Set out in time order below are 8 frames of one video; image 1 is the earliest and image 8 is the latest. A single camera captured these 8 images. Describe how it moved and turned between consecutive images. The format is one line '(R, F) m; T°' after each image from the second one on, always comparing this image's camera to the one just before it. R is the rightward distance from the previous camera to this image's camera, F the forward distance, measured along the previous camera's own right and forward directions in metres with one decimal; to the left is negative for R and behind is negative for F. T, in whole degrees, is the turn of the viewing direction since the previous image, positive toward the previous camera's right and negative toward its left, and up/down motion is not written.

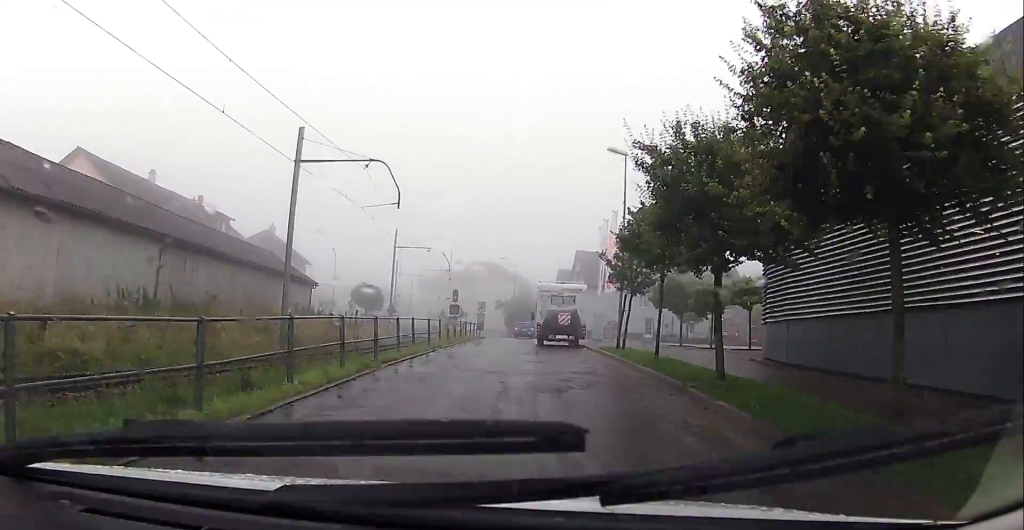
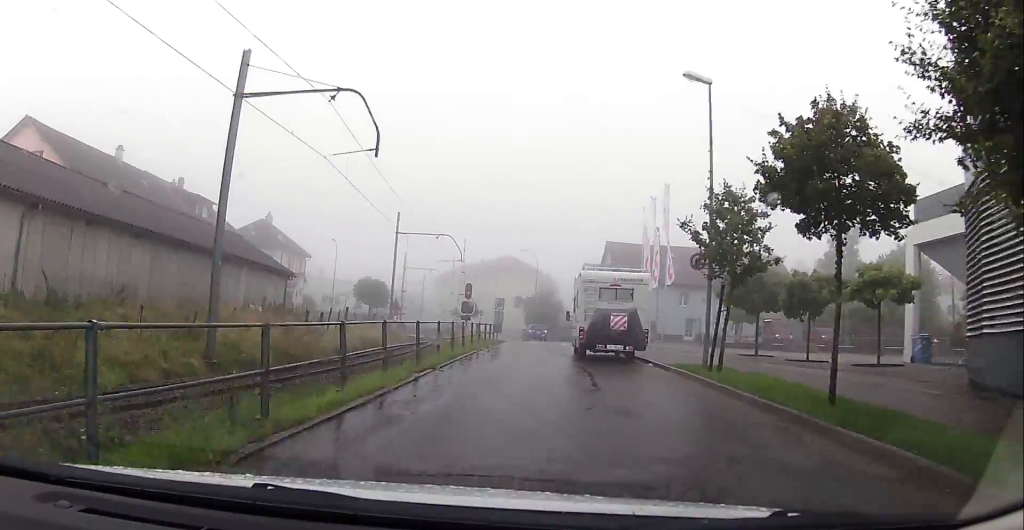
(-1.4, +8.6) m; -10°
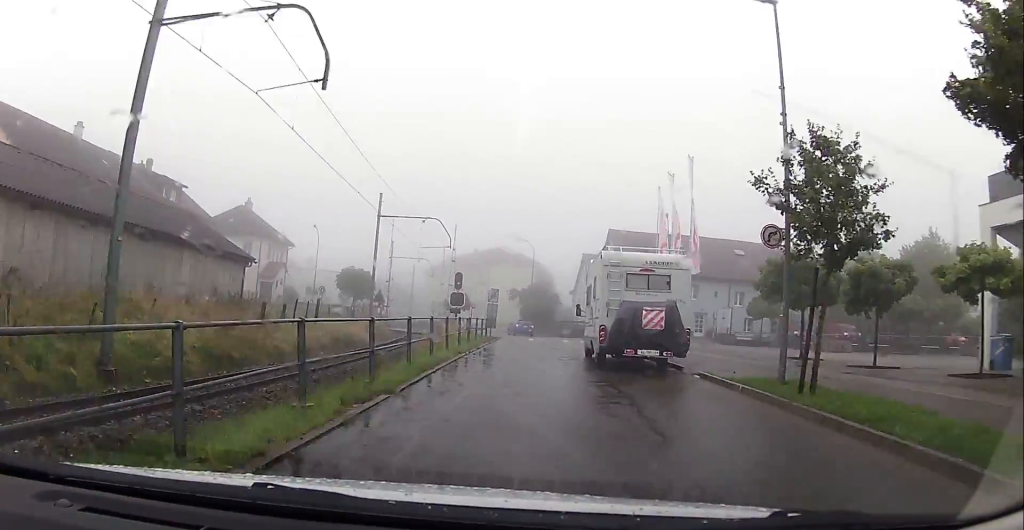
(-0.9, +5.3) m; +7°
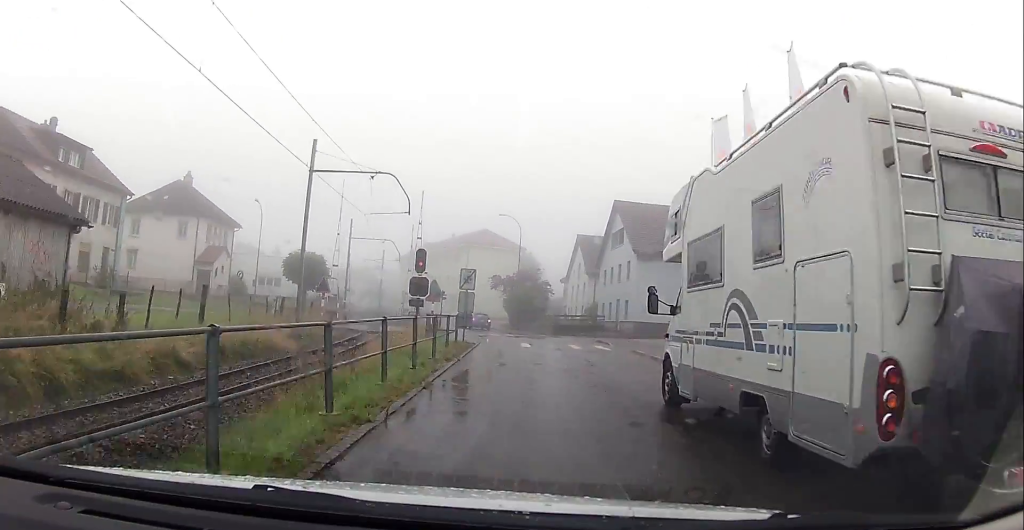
(+2.1, +12.3) m; +4°
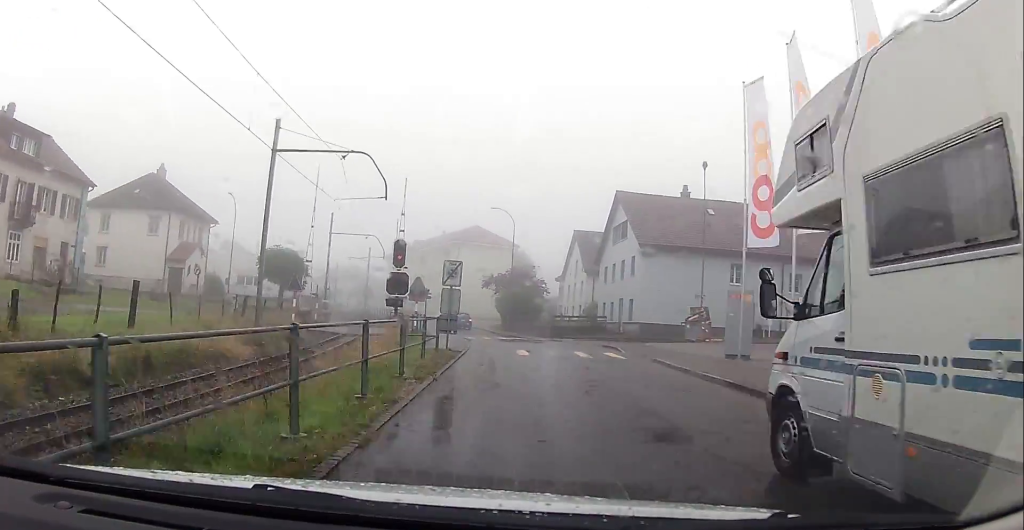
(-1.1, +4.4) m; -2°
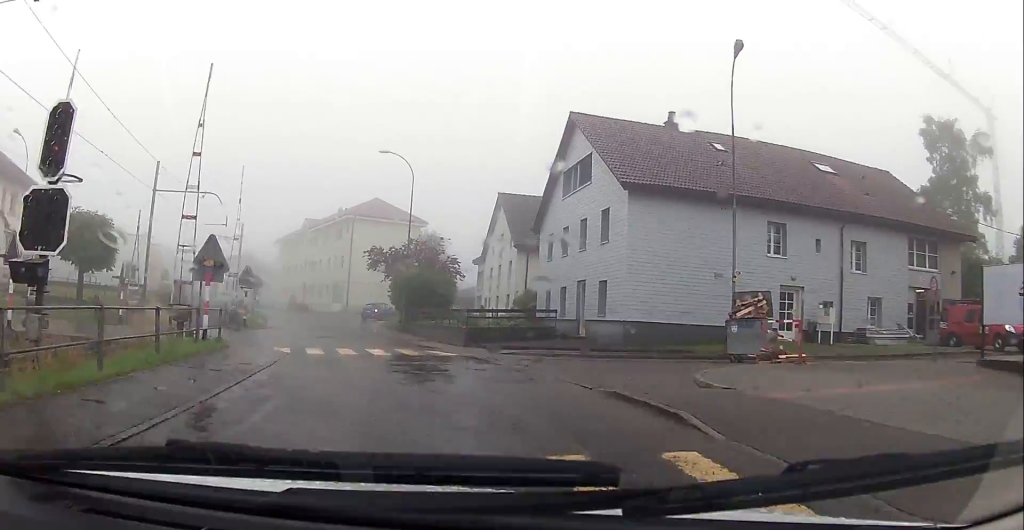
(+4.2, +17.1) m; +7°
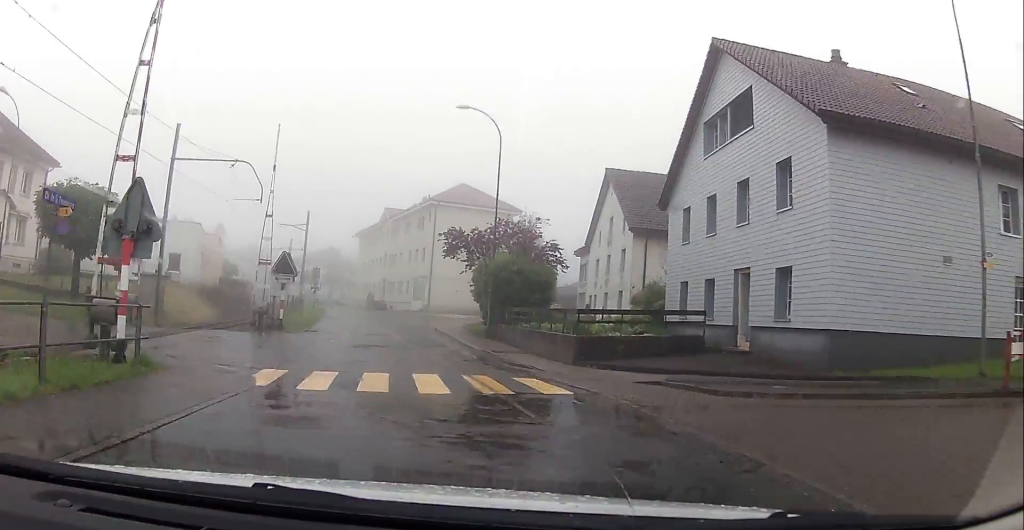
(-1.3, +8.8) m; -14°
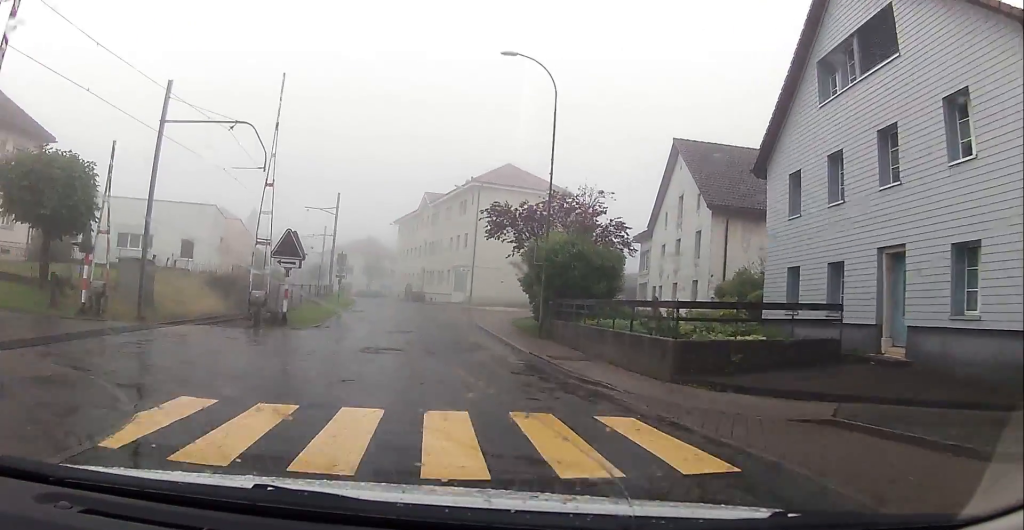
(-0.8, +5.8) m; -2°
